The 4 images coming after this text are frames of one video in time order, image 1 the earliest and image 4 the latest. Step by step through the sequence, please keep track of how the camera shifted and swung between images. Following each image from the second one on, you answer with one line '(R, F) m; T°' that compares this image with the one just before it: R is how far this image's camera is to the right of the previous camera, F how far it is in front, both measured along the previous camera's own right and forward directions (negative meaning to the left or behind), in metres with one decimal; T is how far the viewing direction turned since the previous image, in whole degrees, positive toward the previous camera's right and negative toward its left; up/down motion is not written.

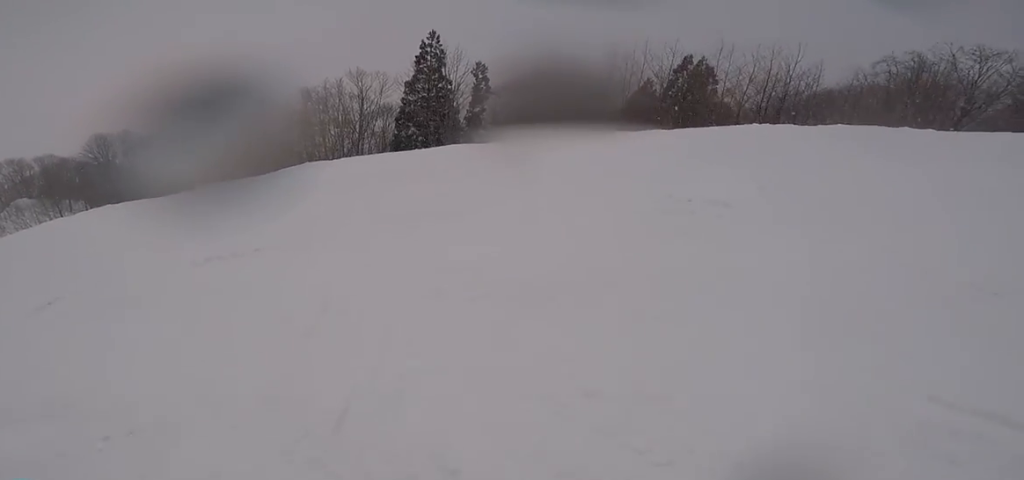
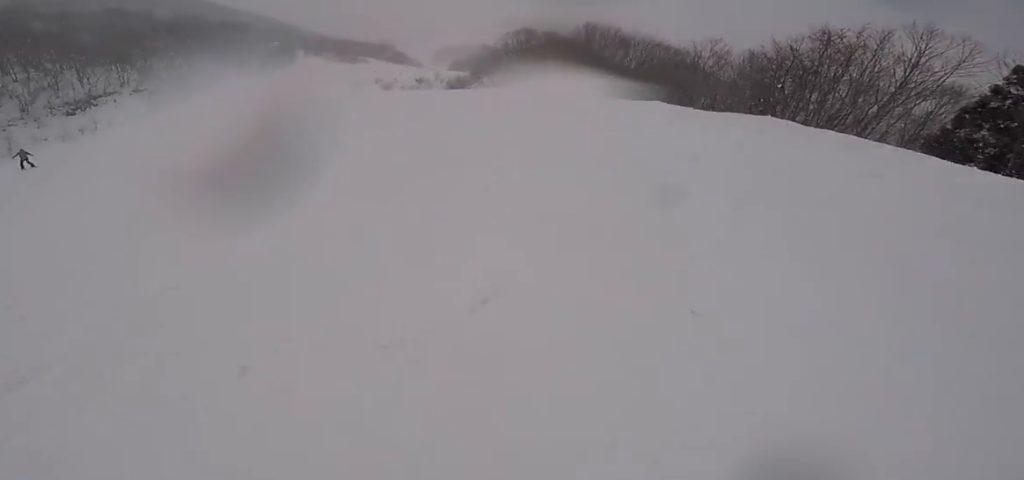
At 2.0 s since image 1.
(-0.8, +8.3) m; -40°
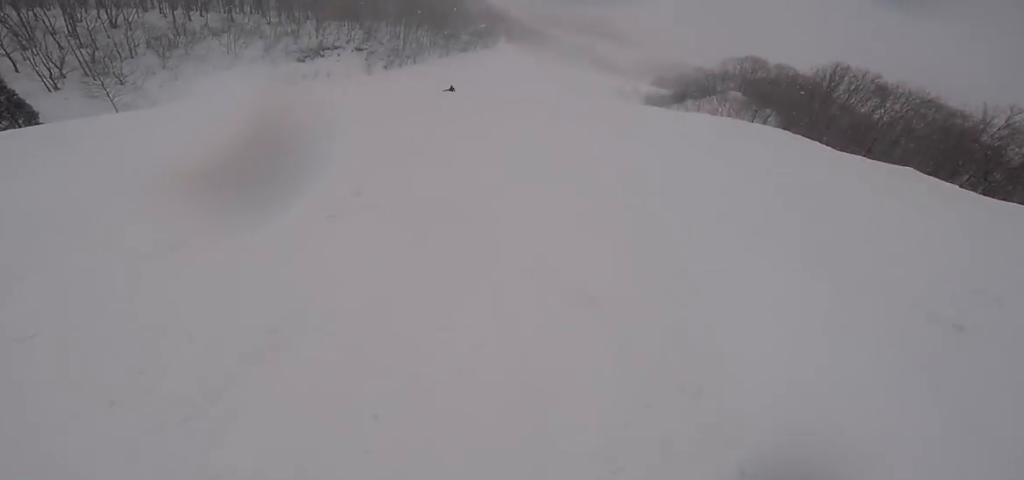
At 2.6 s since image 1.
(-0.5, +2.3) m; -25°
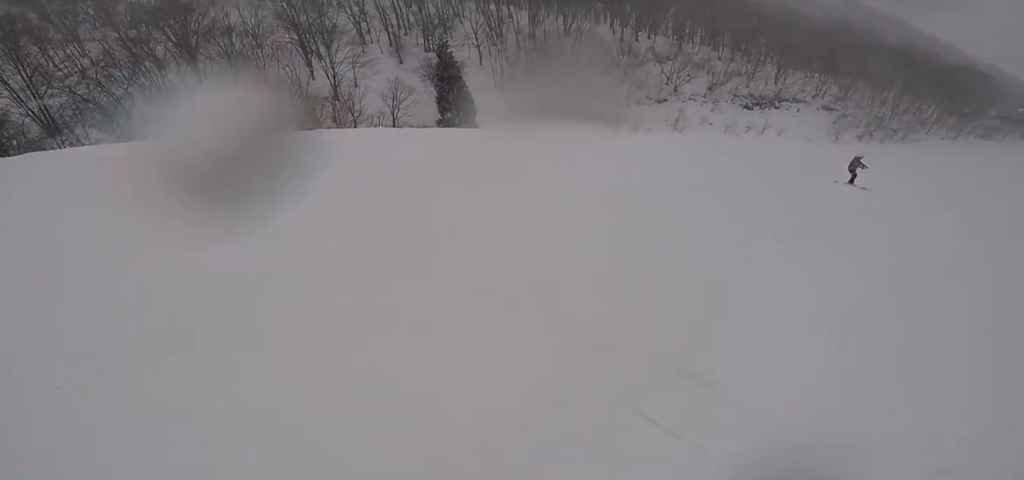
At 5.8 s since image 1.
(-10.2, +10.5) m; -43°
